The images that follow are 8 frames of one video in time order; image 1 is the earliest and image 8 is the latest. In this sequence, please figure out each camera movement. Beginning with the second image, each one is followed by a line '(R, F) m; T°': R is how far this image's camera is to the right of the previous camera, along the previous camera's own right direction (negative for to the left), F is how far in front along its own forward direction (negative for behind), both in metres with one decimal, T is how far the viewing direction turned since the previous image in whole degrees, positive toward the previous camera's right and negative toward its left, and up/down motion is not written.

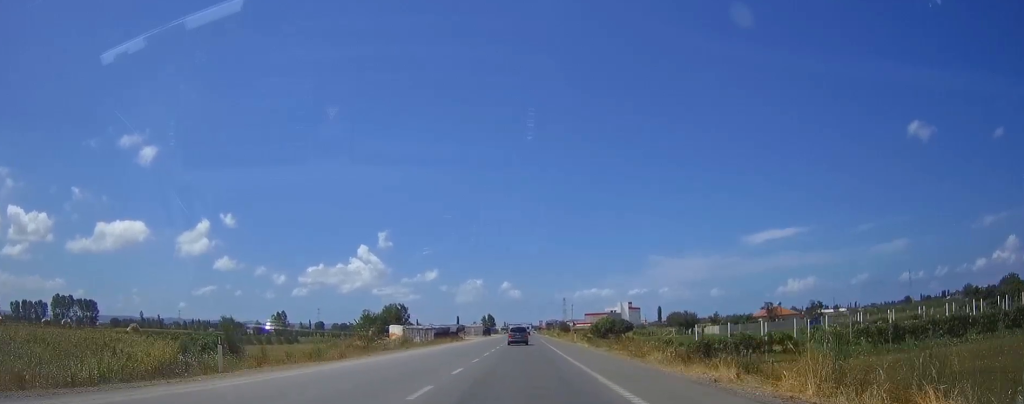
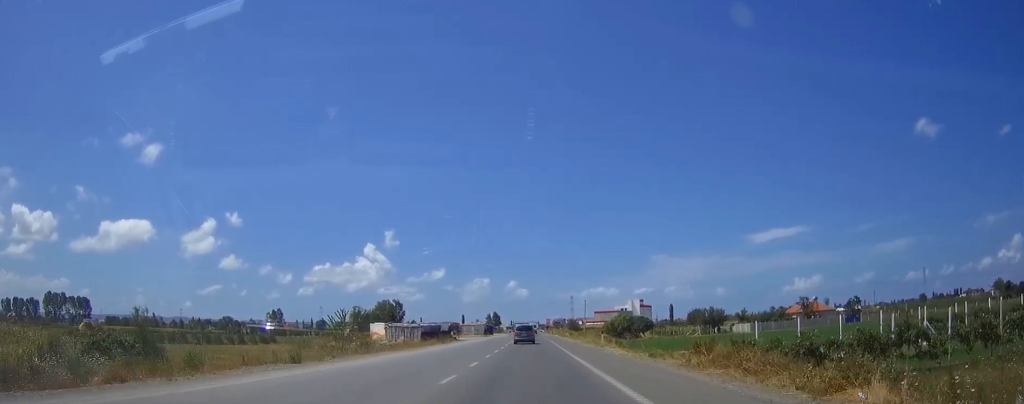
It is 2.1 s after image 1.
(0.0, +31.0) m; 0°
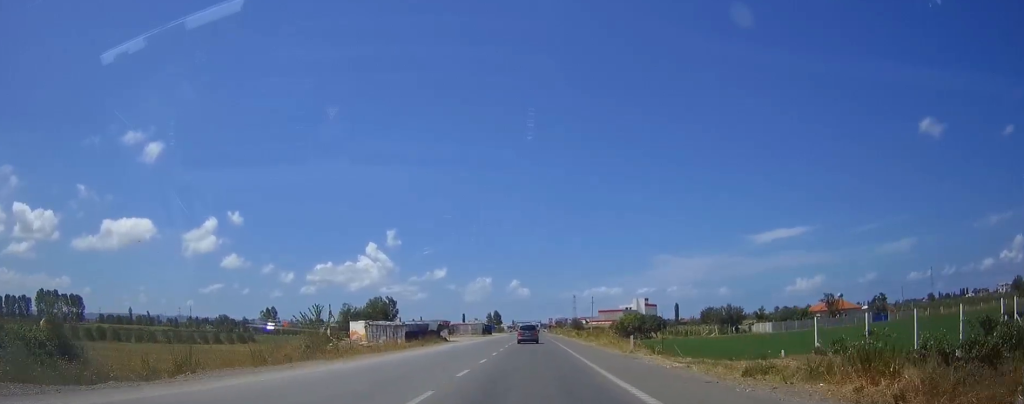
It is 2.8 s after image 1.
(0.0, +10.5) m; 0°
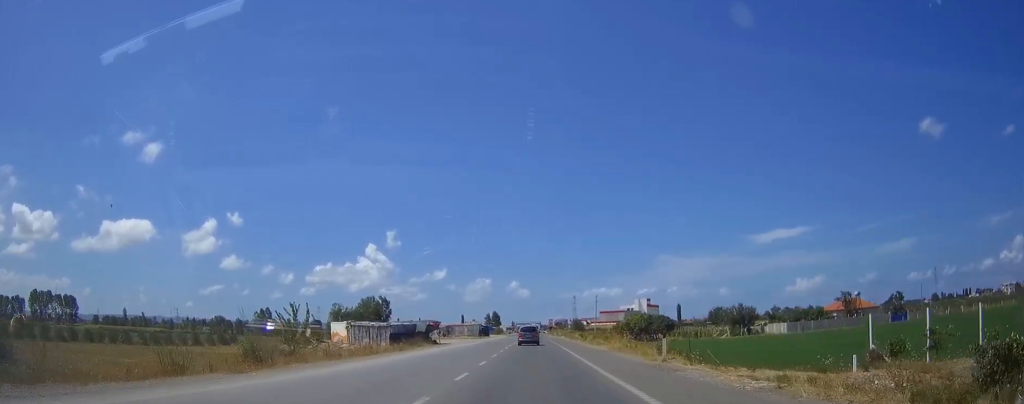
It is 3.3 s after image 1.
(0.0, +7.8) m; 0°
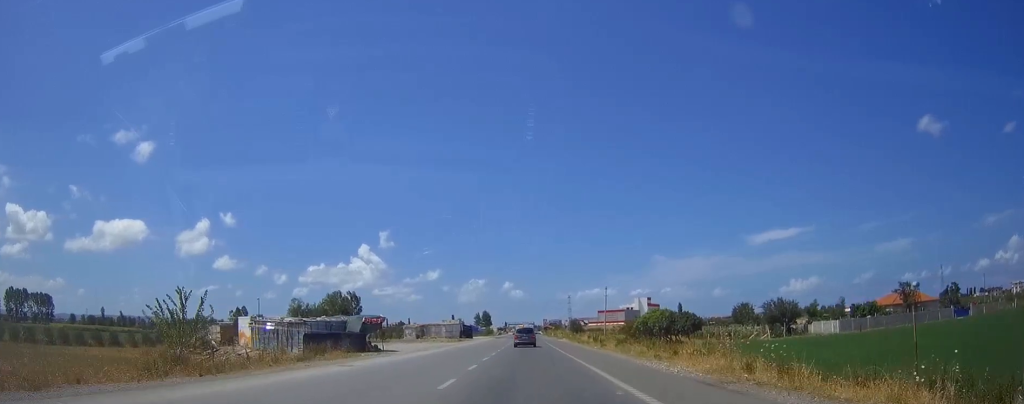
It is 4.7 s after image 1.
(+0.1, +23.2) m; 0°
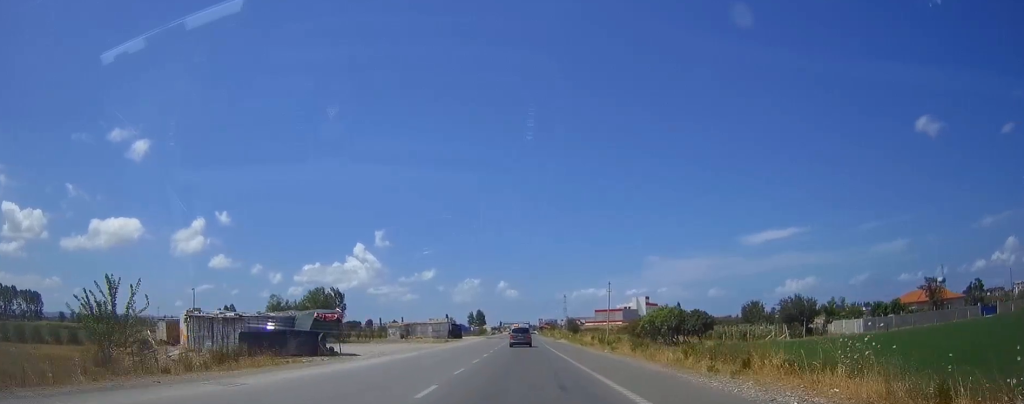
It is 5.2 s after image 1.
(0.0, +8.7) m; 0°
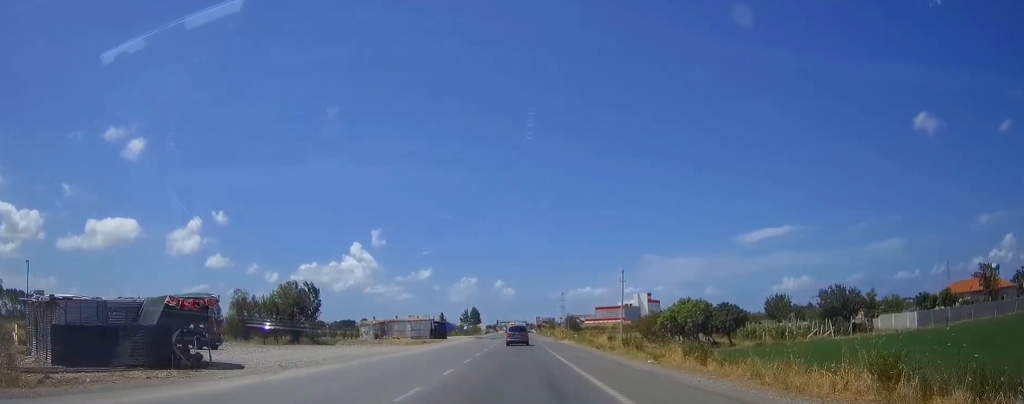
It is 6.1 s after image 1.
(0.0, +14.1) m; 0°
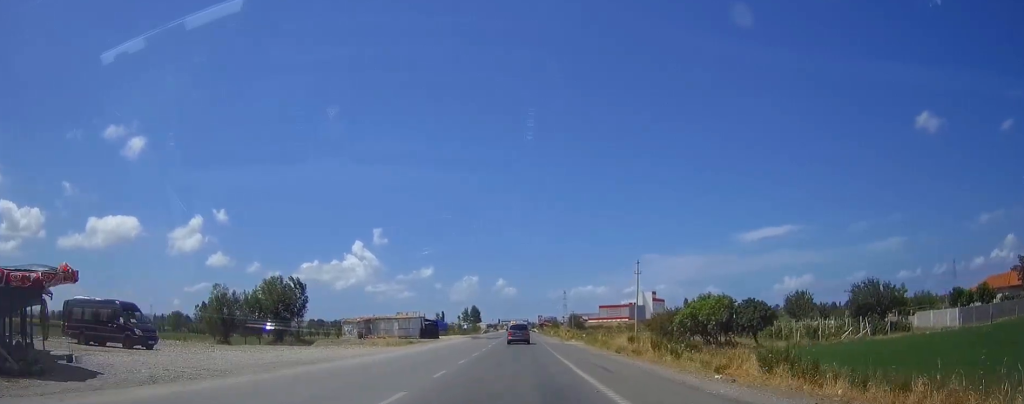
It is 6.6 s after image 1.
(0.0, +8.1) m; 0°
